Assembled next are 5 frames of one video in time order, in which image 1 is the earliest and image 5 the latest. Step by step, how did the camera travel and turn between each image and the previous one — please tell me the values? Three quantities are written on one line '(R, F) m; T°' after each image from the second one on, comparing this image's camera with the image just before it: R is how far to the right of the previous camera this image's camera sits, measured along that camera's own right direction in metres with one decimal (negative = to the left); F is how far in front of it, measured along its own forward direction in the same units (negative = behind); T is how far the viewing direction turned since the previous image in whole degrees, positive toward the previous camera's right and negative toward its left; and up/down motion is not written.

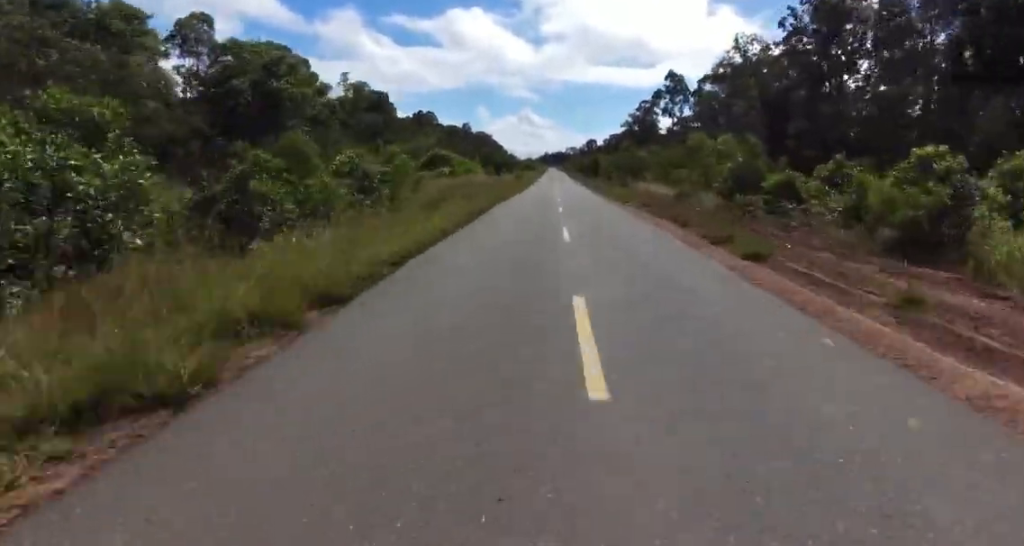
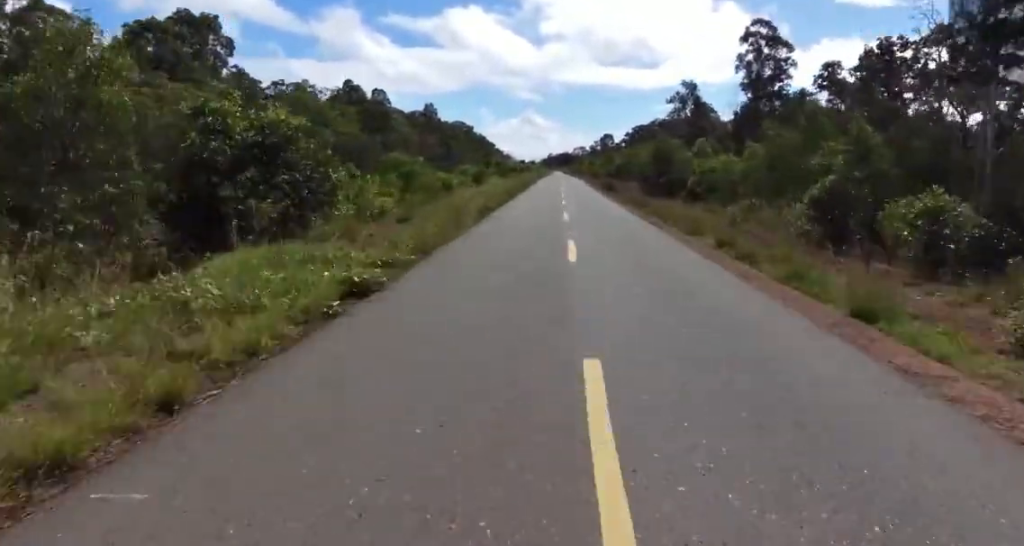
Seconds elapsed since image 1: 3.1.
(-1.5, +85.1) m; +2°
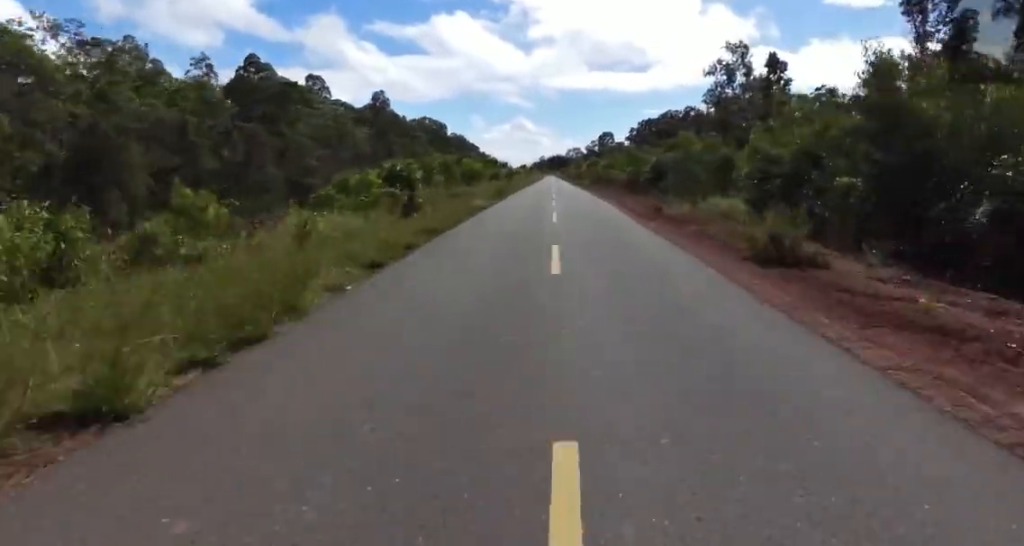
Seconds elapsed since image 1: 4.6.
(-0.1, +42.6) m; -2°
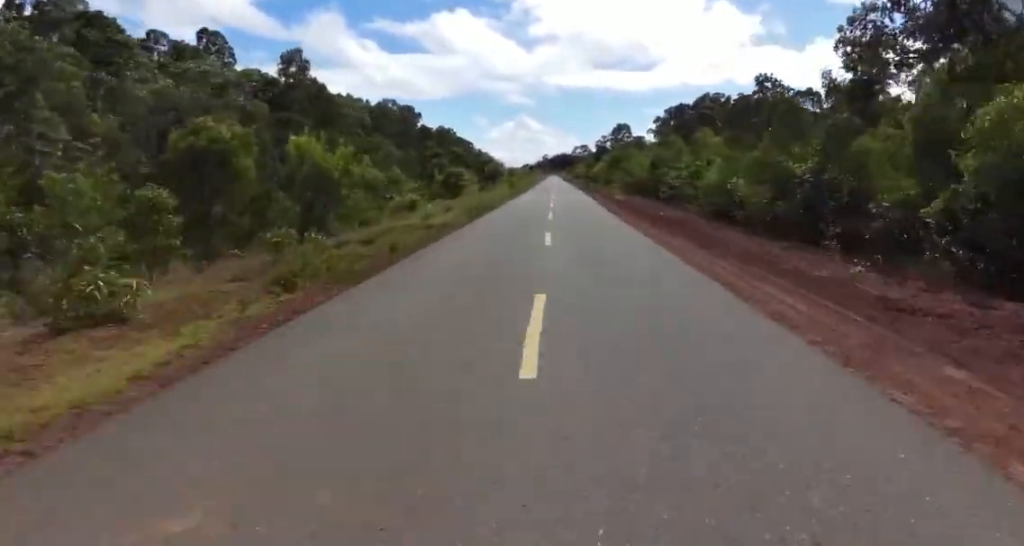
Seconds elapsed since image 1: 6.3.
(0.0, +45.7) m; 0°
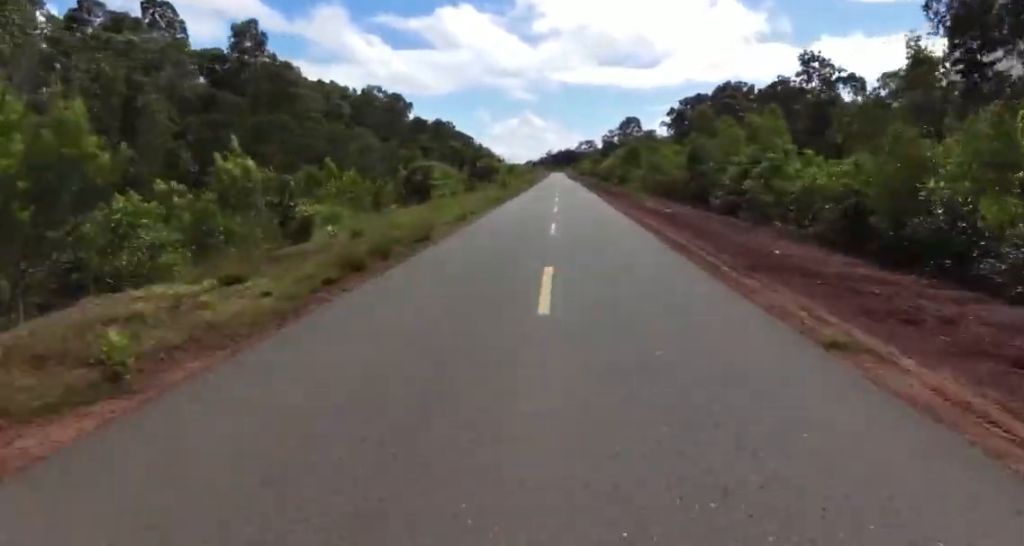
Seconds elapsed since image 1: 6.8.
(0.0, +14.1) m; 0°
